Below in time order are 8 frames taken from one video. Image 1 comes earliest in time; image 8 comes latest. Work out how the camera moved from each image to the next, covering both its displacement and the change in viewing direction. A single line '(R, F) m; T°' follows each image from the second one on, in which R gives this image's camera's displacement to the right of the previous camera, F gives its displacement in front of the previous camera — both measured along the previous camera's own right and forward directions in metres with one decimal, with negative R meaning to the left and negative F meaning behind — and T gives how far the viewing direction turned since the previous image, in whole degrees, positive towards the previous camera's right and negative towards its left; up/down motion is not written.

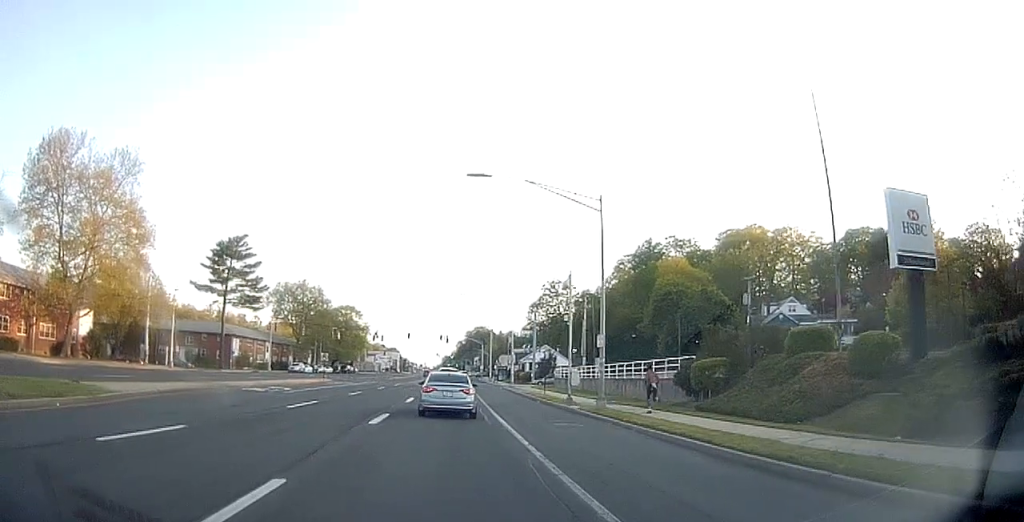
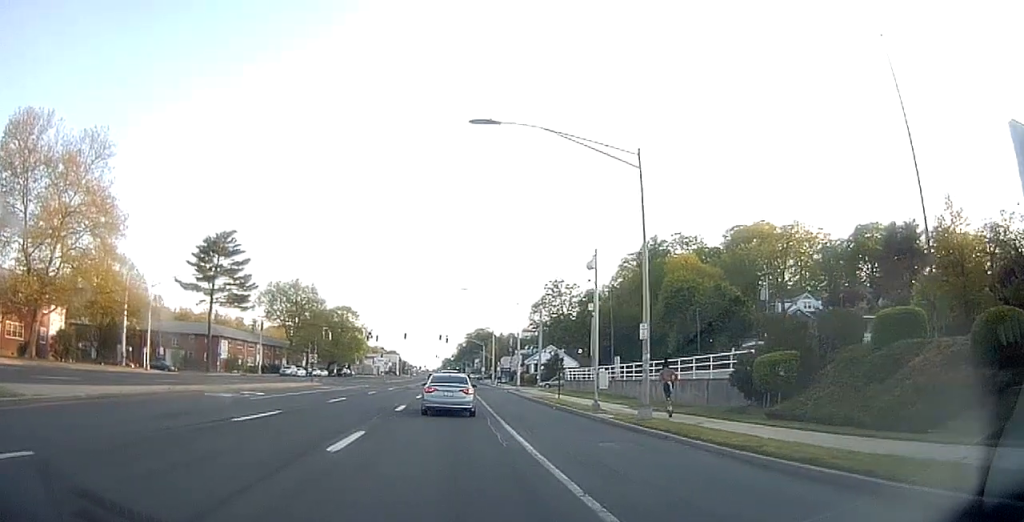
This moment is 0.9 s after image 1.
(+0.1, +5.7) m; +2°
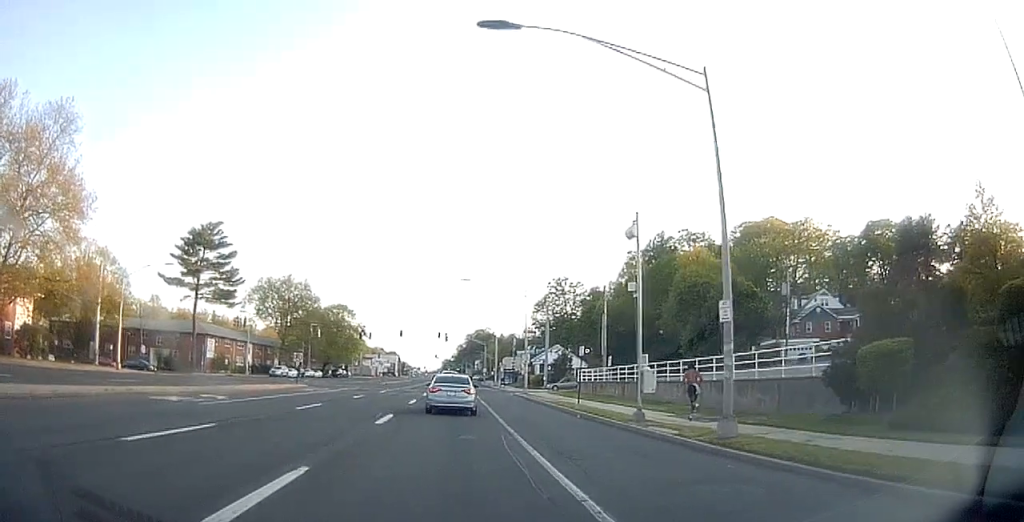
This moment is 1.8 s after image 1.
(+0.2, +6.0) m; +1°
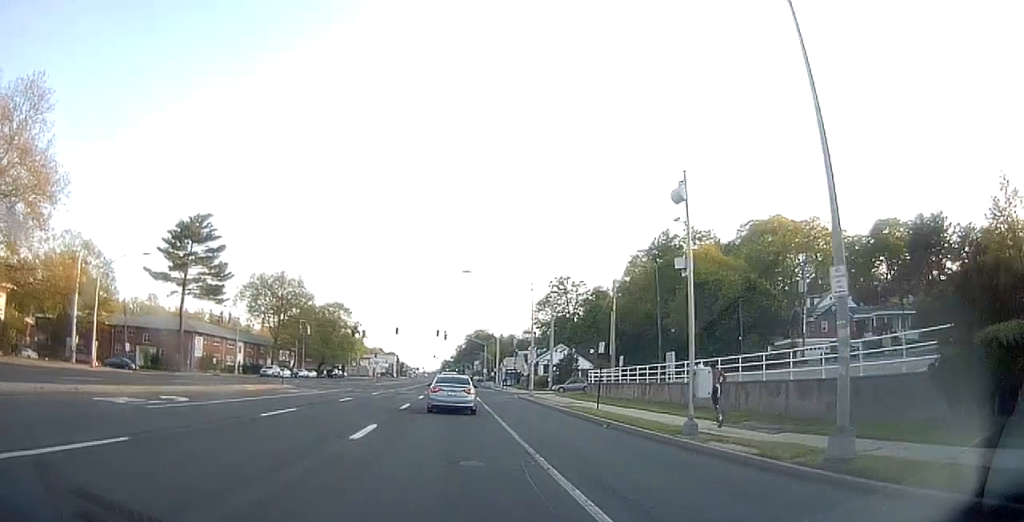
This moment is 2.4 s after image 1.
(+0.1, +4.4) m; 0°
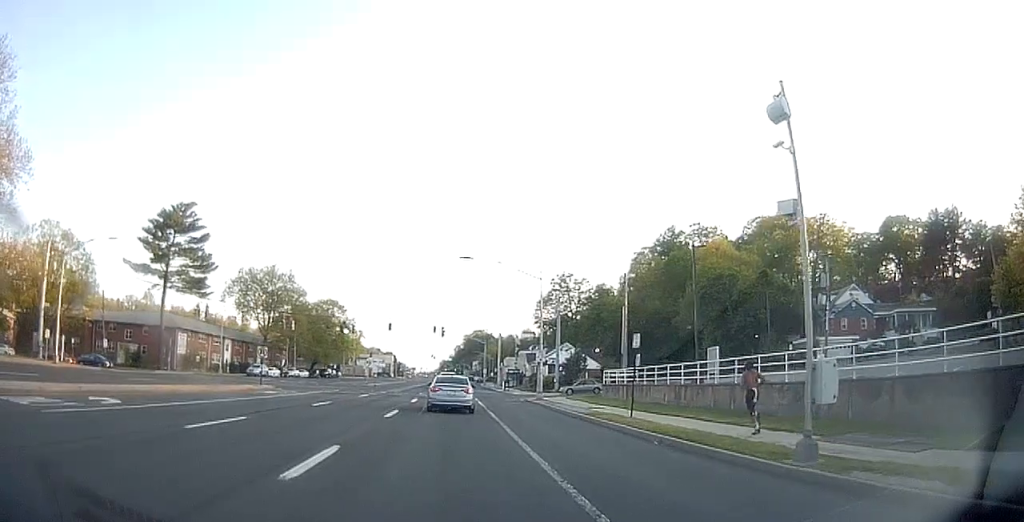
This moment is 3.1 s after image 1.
(-0.1, +5.7) m; -2°
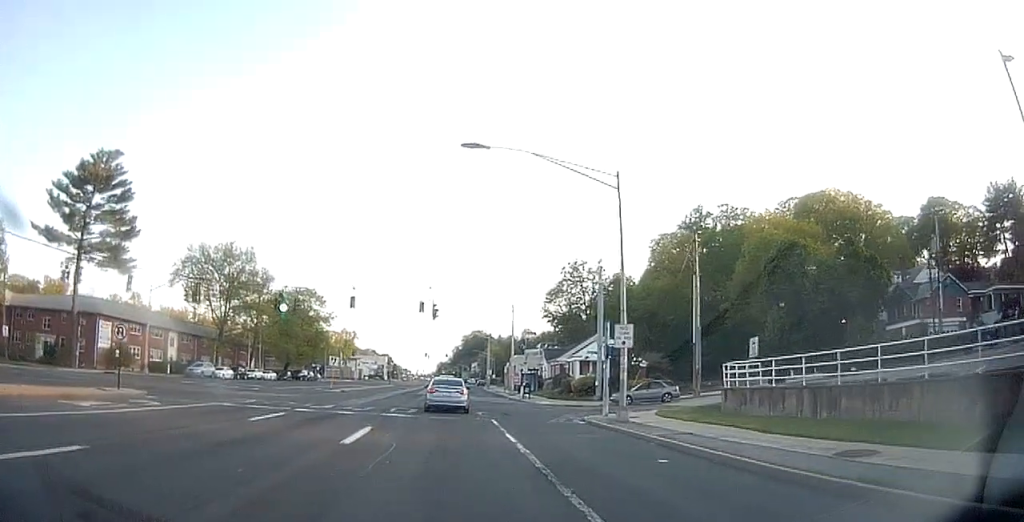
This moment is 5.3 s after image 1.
(-0.4, +20.8) m; +1°
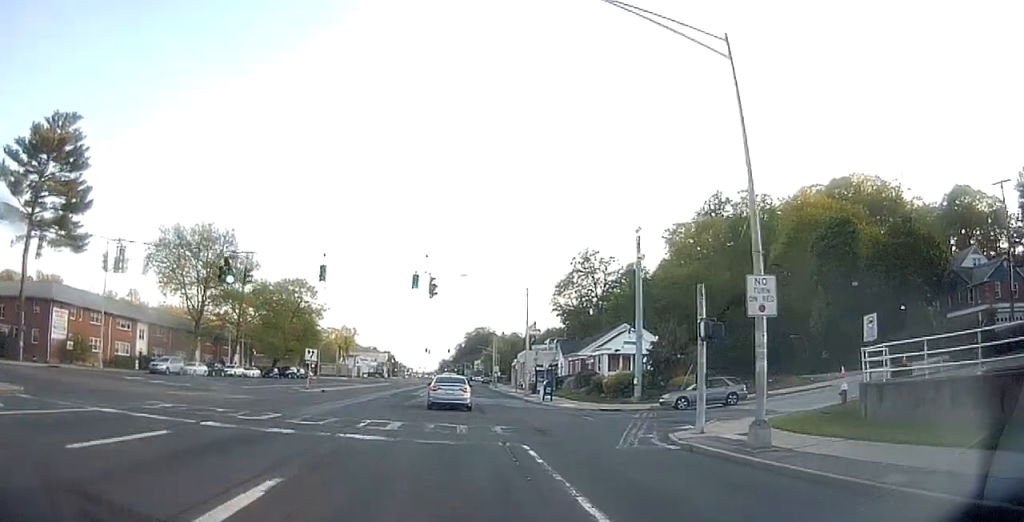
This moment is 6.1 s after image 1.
(+0.1, +9.3) m; 0°
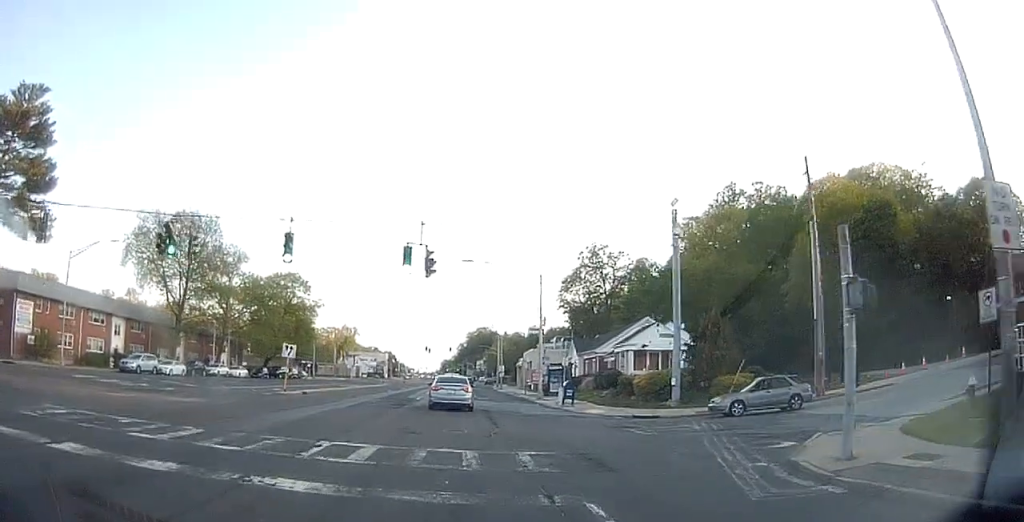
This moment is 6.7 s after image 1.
(0.0, +6.1) m; 0°
